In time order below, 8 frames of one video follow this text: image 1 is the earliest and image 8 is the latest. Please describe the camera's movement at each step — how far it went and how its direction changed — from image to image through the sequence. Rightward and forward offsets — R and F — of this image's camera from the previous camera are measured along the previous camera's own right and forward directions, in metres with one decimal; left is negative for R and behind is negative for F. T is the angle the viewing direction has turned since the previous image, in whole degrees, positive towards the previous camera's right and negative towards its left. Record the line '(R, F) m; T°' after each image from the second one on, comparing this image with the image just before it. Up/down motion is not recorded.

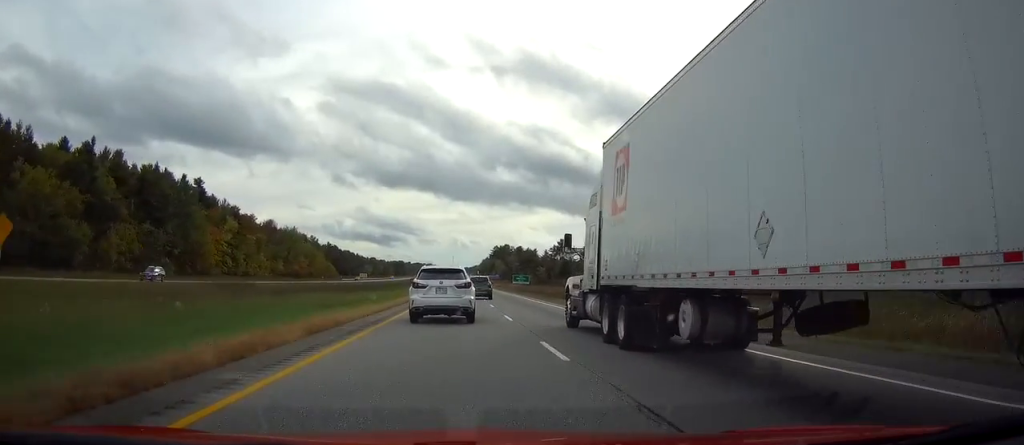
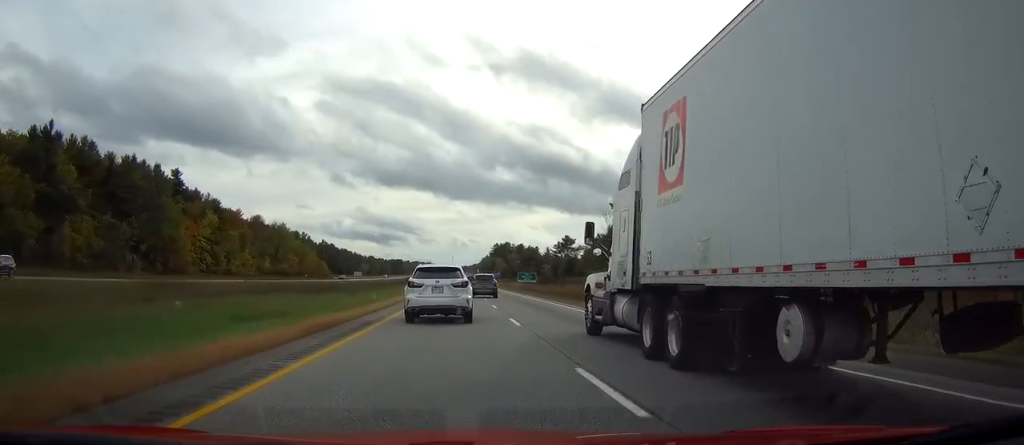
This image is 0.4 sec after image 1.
(0.0, +15.5) m; 0°
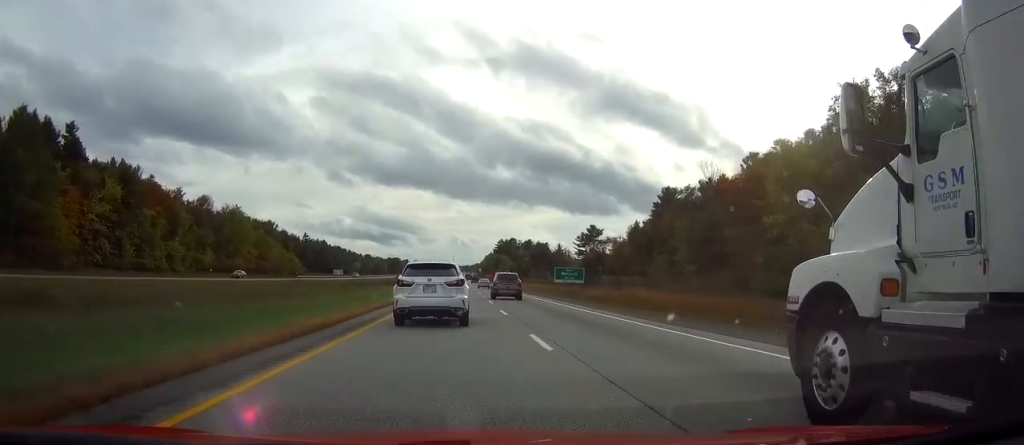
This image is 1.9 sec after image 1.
(-0.1, +53.3) m; 0°
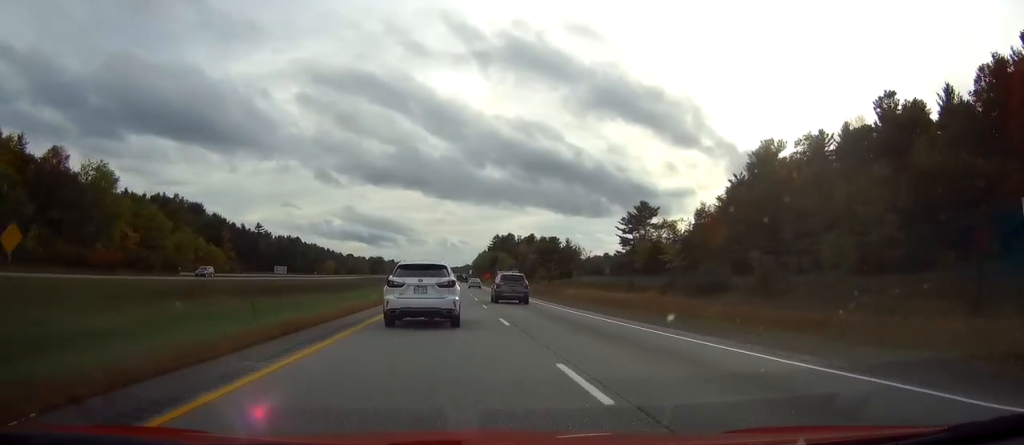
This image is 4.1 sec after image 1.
(+0.2, +75.8) m; +1°
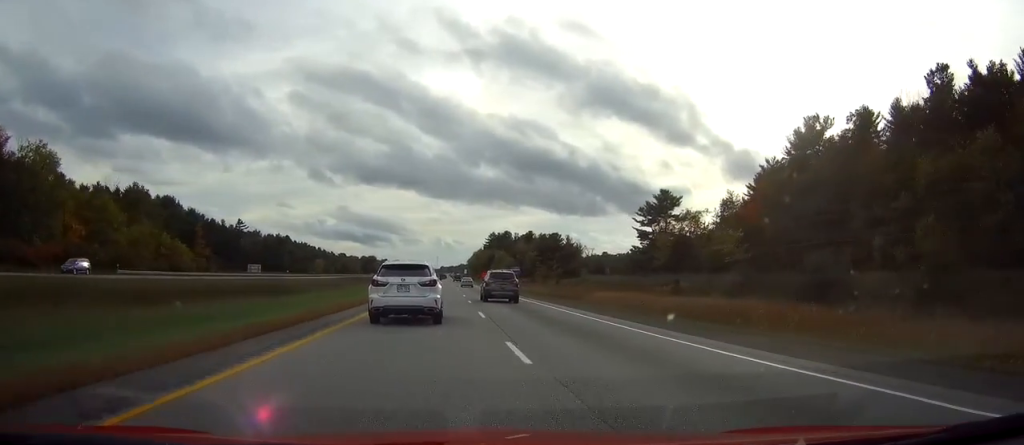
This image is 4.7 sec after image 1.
(+0.1, +20.7) m; 0°
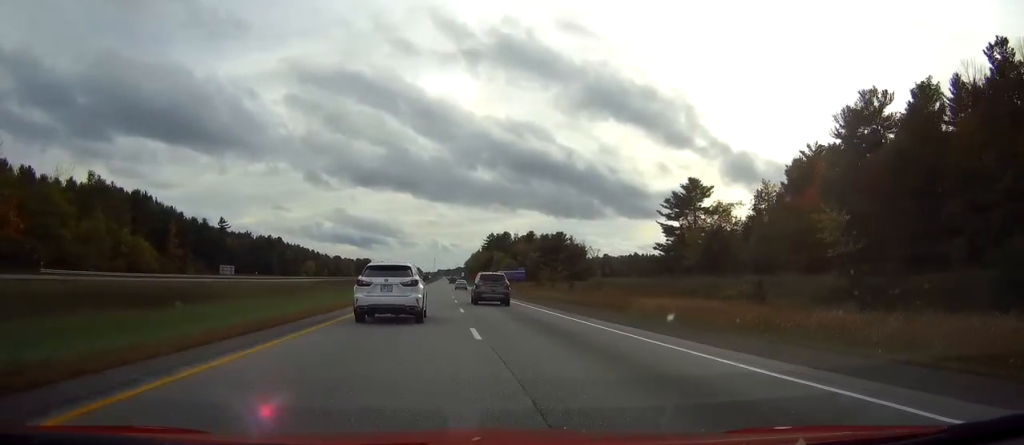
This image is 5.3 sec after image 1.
(+0.1, +19.5) m; 0°
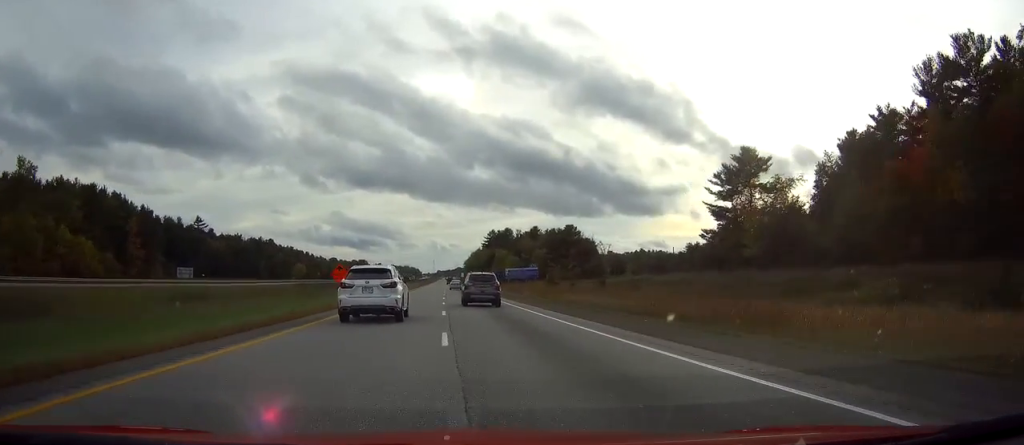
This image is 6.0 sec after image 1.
(-0.1, +25.0) m; 0°
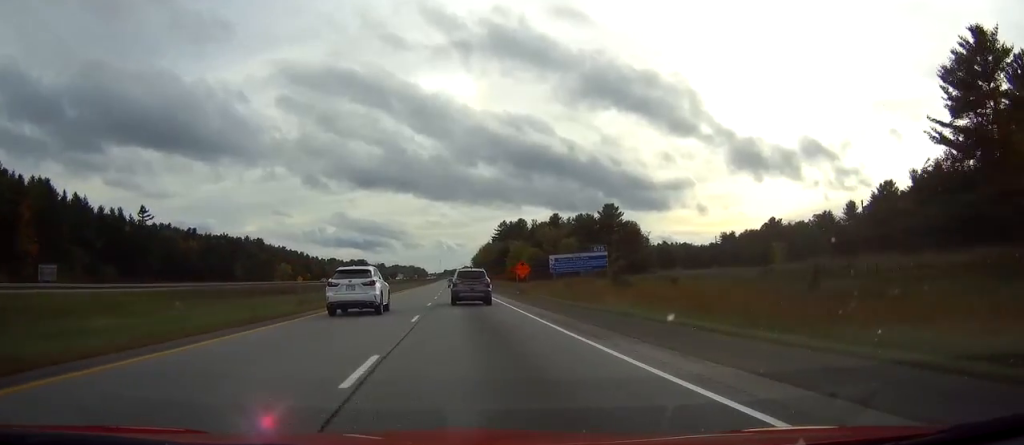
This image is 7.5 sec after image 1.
(-0.3, +51.8) m; -1°
